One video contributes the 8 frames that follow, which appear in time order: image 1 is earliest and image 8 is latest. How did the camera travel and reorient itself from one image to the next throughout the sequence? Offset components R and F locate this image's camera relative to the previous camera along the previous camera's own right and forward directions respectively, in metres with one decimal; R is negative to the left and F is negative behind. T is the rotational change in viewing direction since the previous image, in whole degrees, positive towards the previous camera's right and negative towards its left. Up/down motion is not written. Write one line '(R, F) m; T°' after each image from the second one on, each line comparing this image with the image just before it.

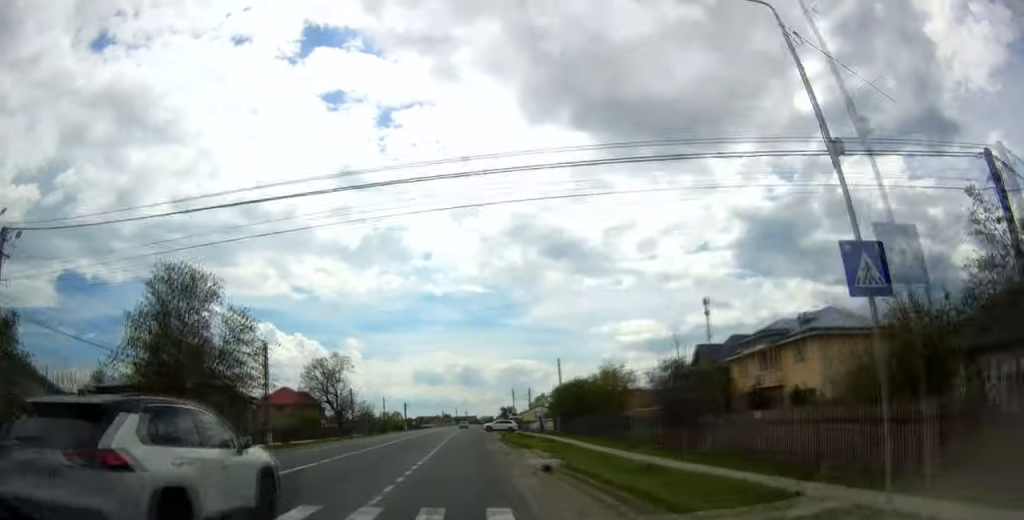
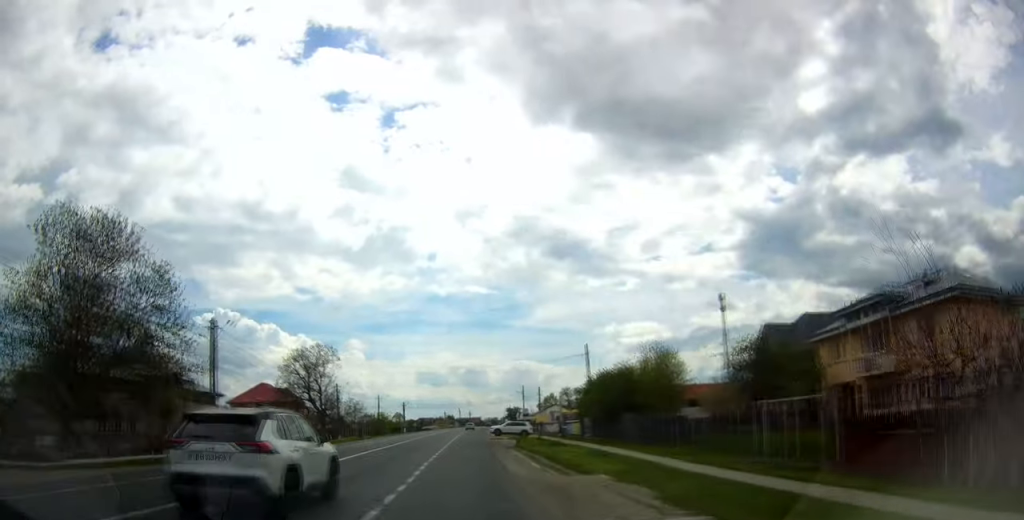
(+0.1, +13.2) m; 0°
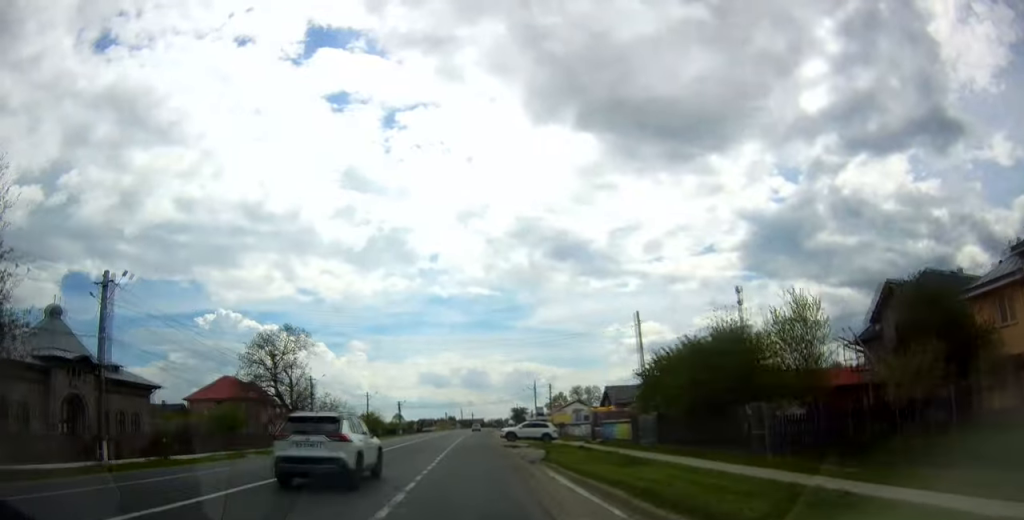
(-0.3, +15.4) m; 0°
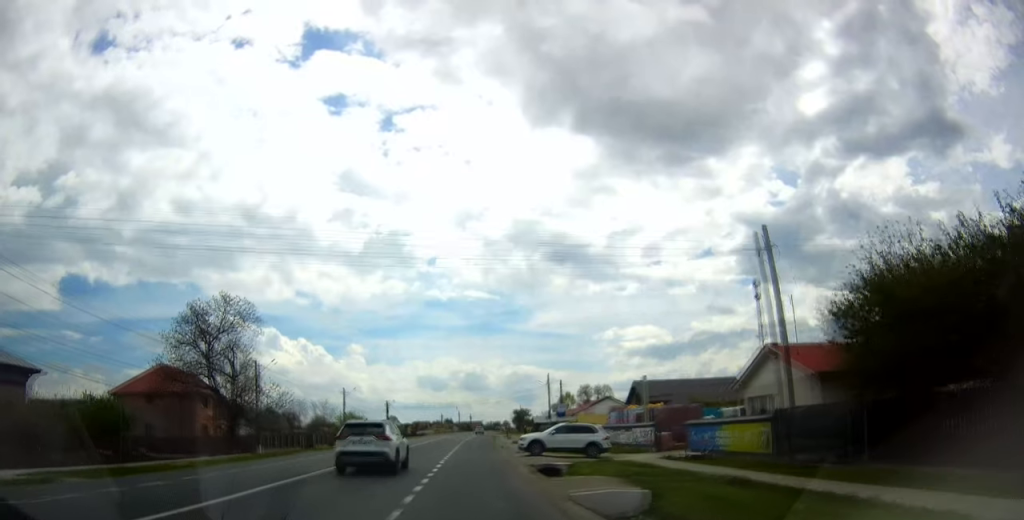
(+0.4, +17.5) m; 0°
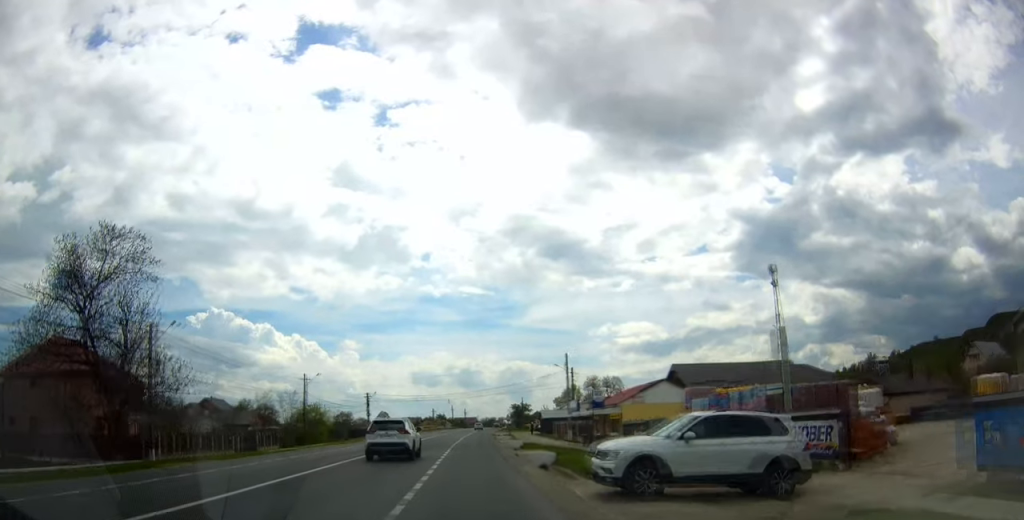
(-0.5, +17.7) m; -1°
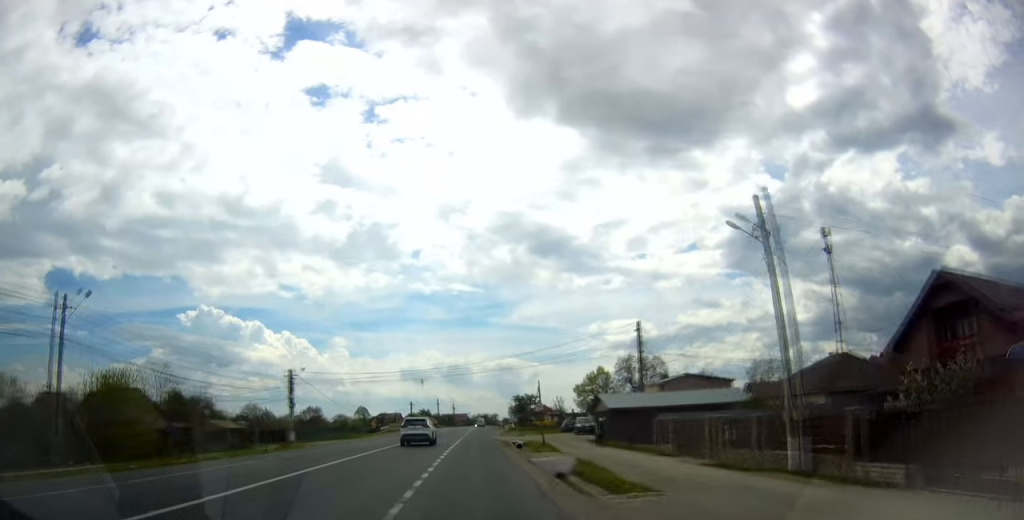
(+1.0, +41.6) m; +2°
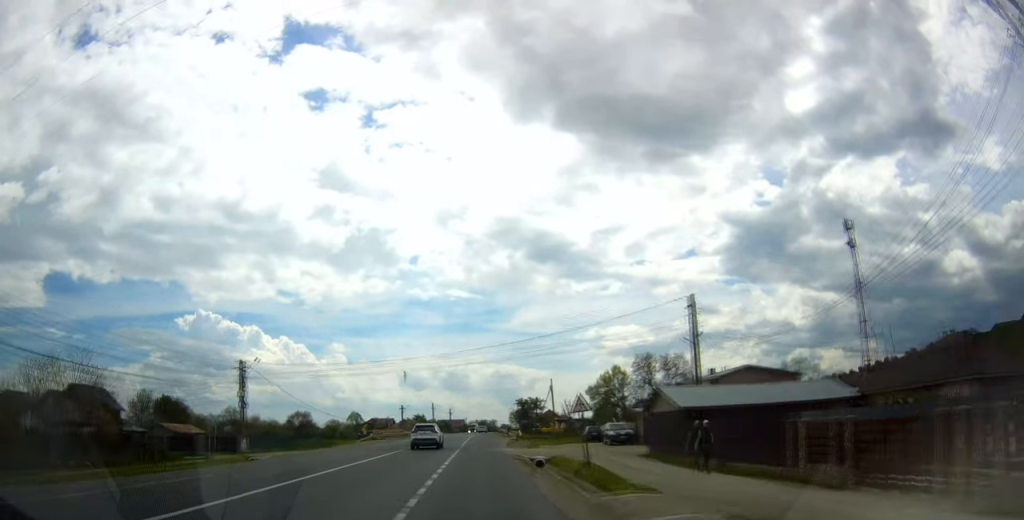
(-0.1, +13.8) m; +1°
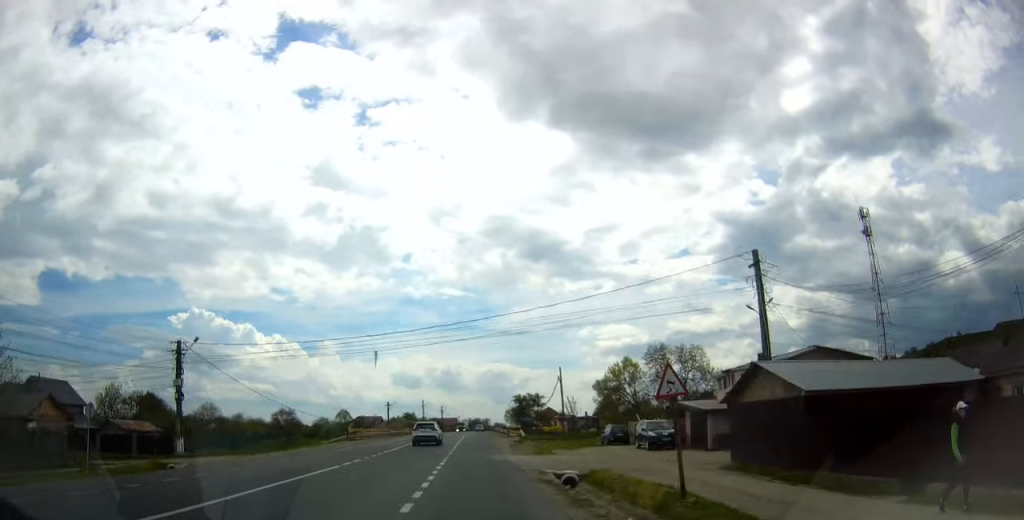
(+0.5, +11.0) m; +1°
